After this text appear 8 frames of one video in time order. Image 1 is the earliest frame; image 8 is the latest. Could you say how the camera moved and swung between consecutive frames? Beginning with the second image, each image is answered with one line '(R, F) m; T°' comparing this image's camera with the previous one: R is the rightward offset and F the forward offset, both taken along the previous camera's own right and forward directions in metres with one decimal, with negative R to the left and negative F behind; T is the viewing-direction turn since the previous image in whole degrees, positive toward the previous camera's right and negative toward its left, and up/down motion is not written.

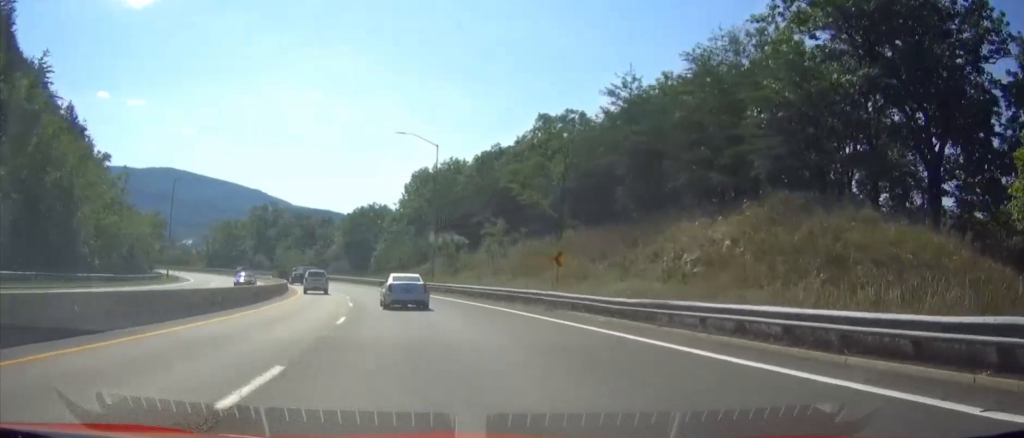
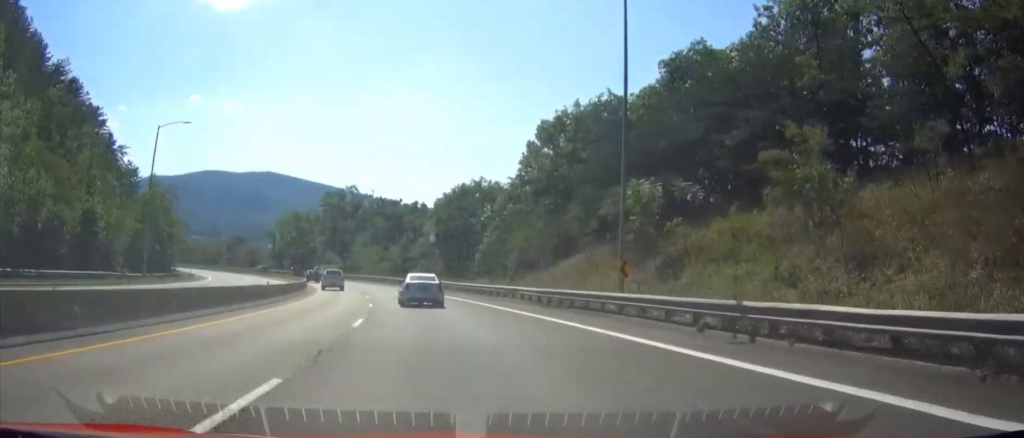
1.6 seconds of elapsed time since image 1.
(-3.0, +38.4) m; -9°
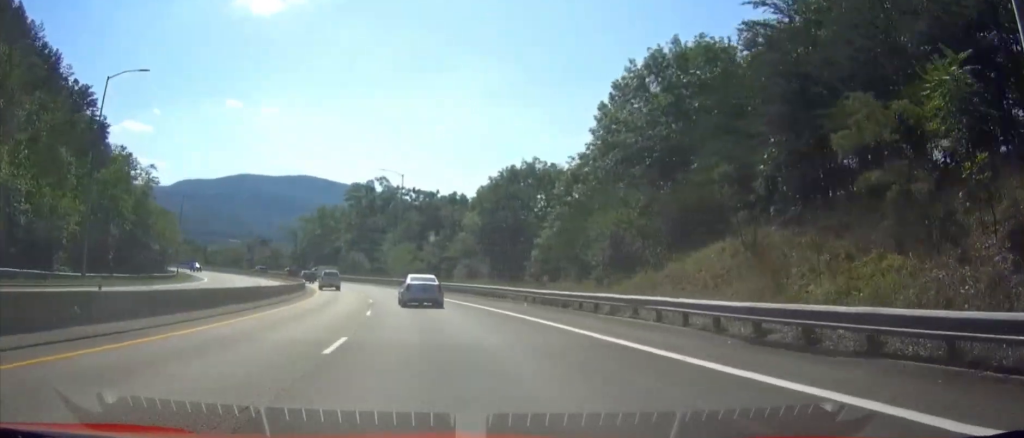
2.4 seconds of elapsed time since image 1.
(-0.8, +18.2) m; -3°
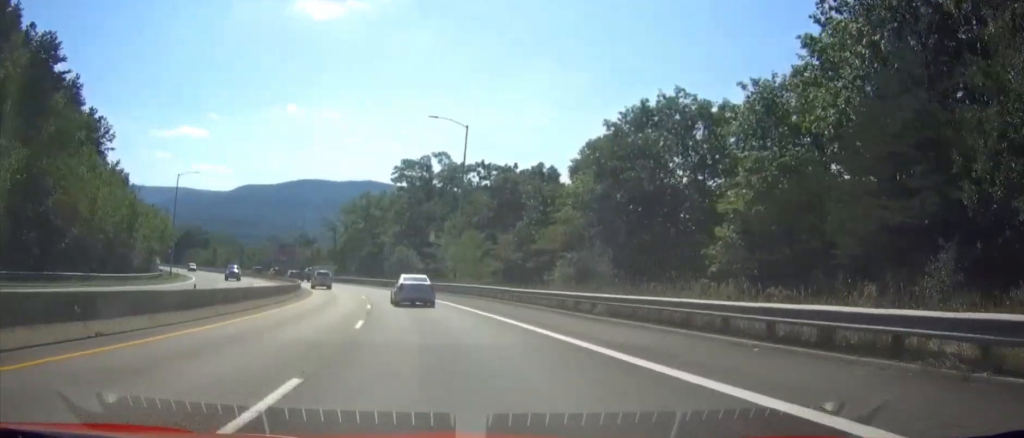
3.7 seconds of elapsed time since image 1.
(-1.0, +30.4) m; -4°
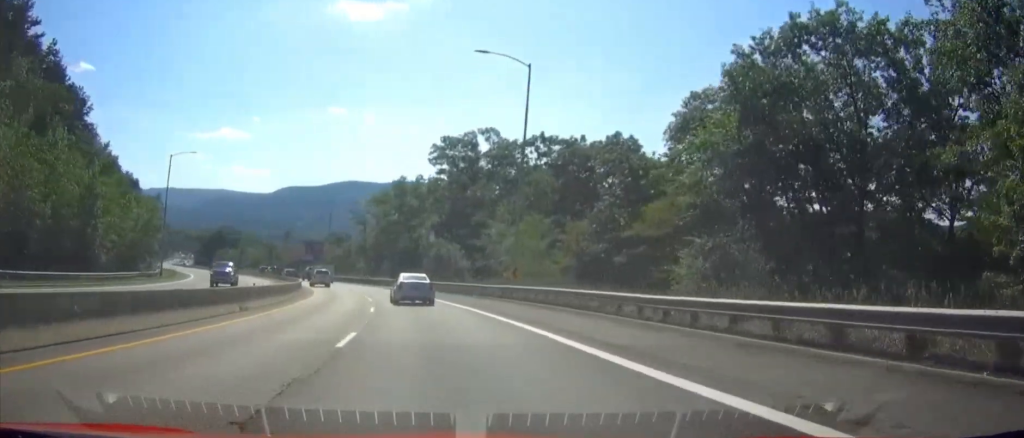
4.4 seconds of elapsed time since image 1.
(-0.4, +17.0) m; -3°
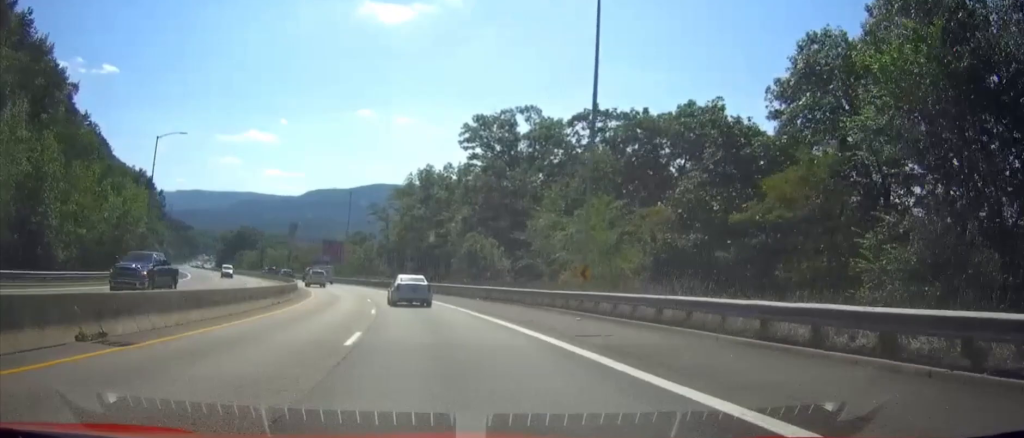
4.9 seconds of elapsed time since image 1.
(0.0, +12.2) m; -3°
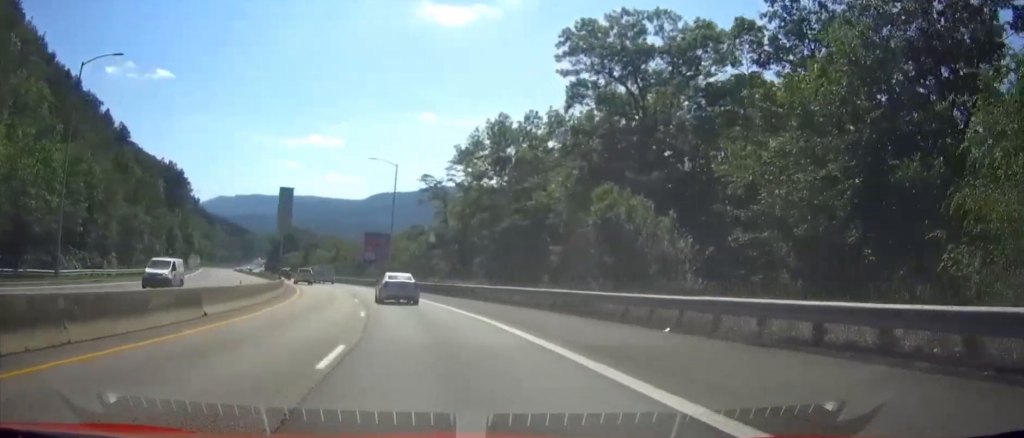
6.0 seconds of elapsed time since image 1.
(-1.9, +27.8) m; -7°
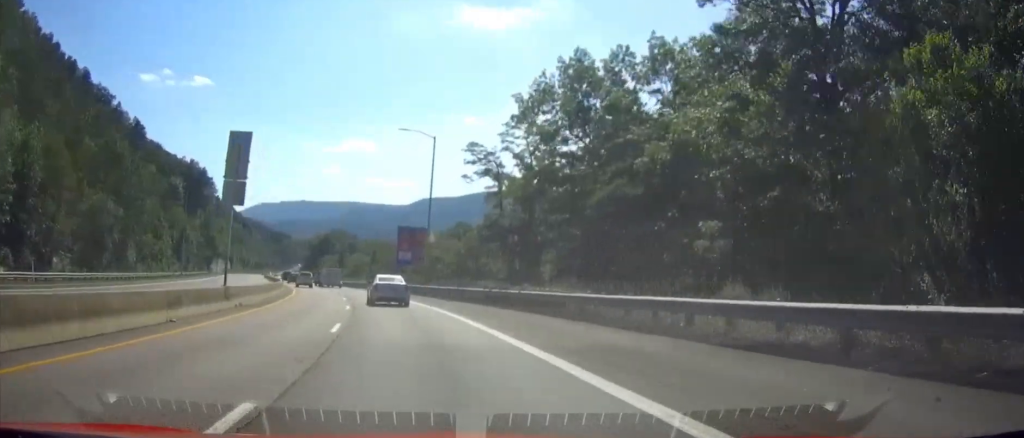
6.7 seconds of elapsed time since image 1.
(-0.6, +18.2) m; -4°
